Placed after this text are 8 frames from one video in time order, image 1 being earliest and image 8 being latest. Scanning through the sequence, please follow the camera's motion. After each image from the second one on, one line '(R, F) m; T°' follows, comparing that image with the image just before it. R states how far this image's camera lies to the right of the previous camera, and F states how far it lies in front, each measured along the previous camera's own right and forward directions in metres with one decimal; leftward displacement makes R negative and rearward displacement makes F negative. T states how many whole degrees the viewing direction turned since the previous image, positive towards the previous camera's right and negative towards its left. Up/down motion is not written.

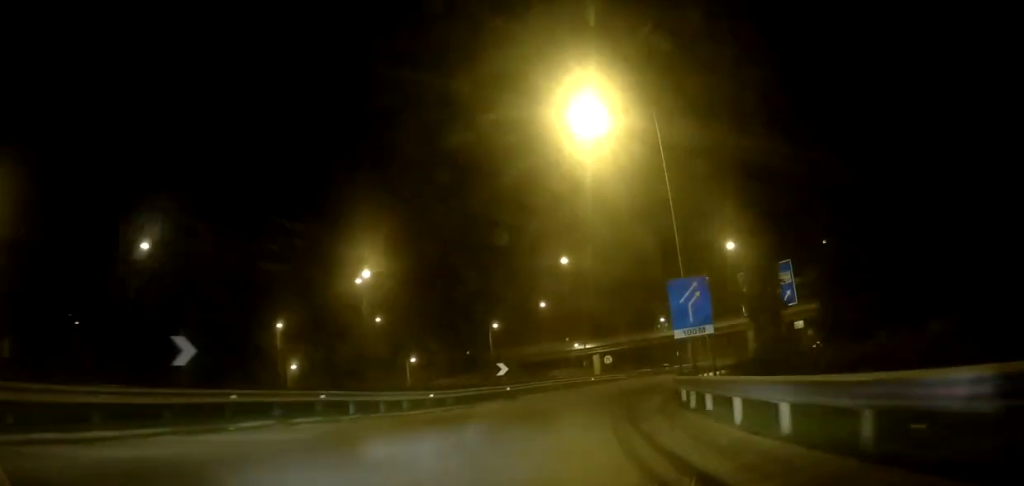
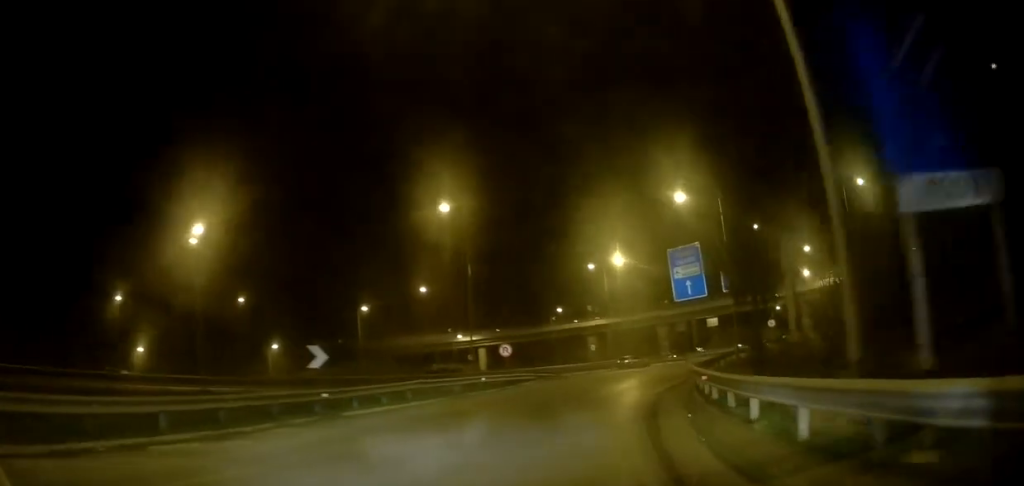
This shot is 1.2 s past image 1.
(+1.3, +14.9) m; +12°
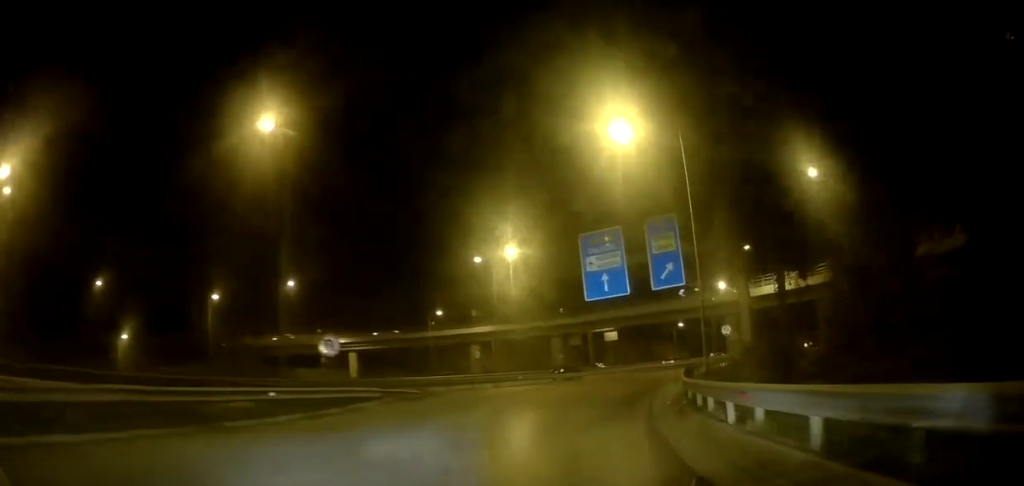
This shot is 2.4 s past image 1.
(+1.3, +13.1) m; +12°
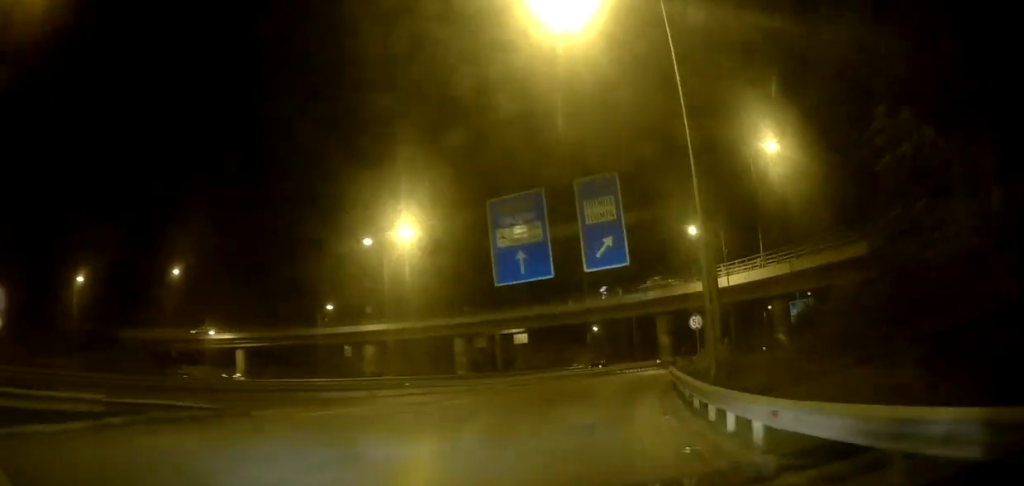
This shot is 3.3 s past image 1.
(+1.0, +10.4) m; +8°
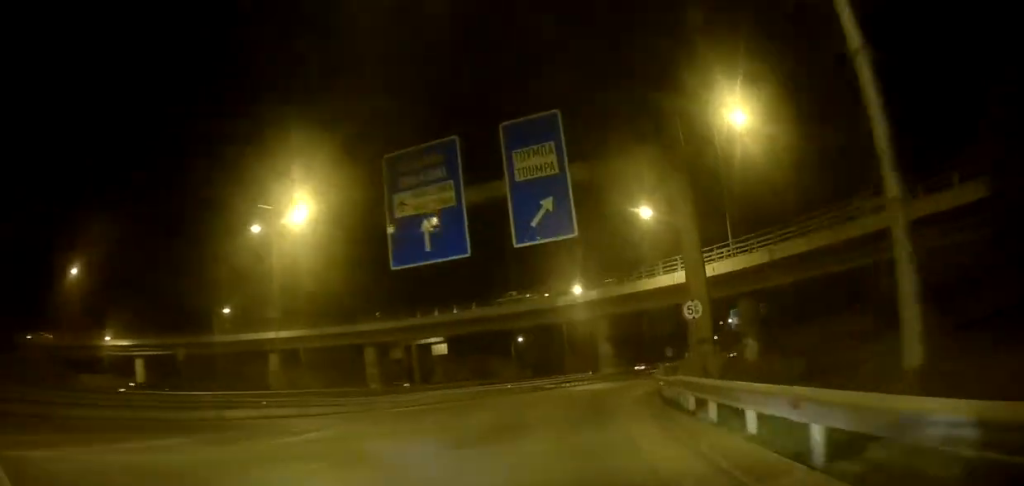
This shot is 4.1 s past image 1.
(+0.5, +9.3) m; +6°
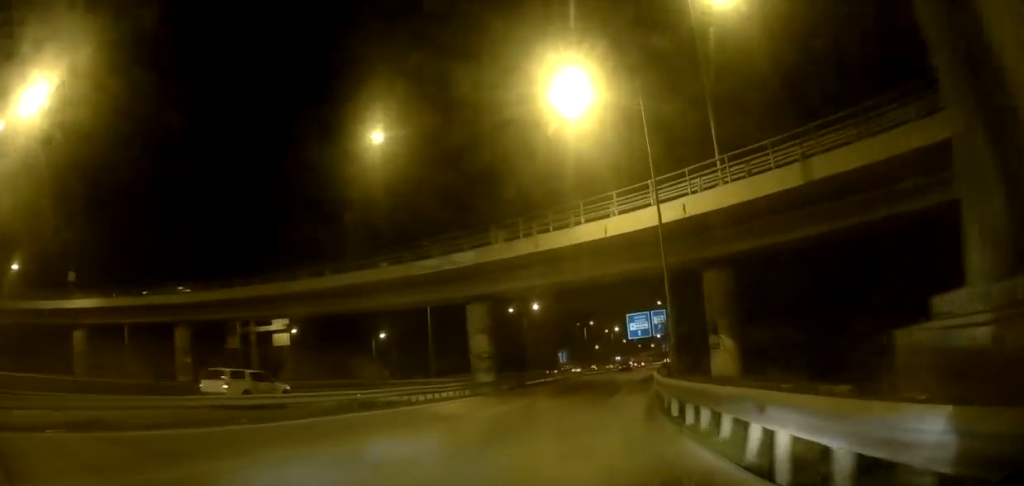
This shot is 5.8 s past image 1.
(+2.0, +18.9) m; +11°
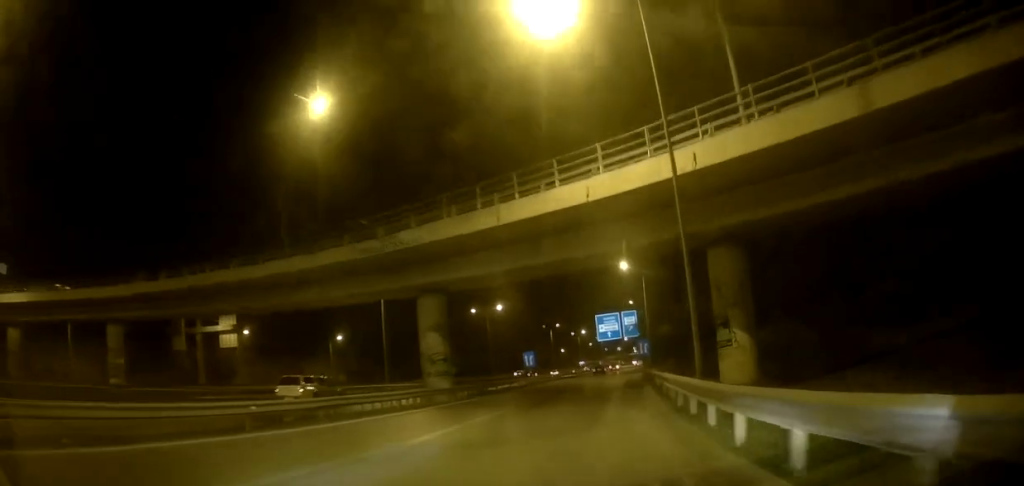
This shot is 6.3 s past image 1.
(0.0, +6.5) m; +3°
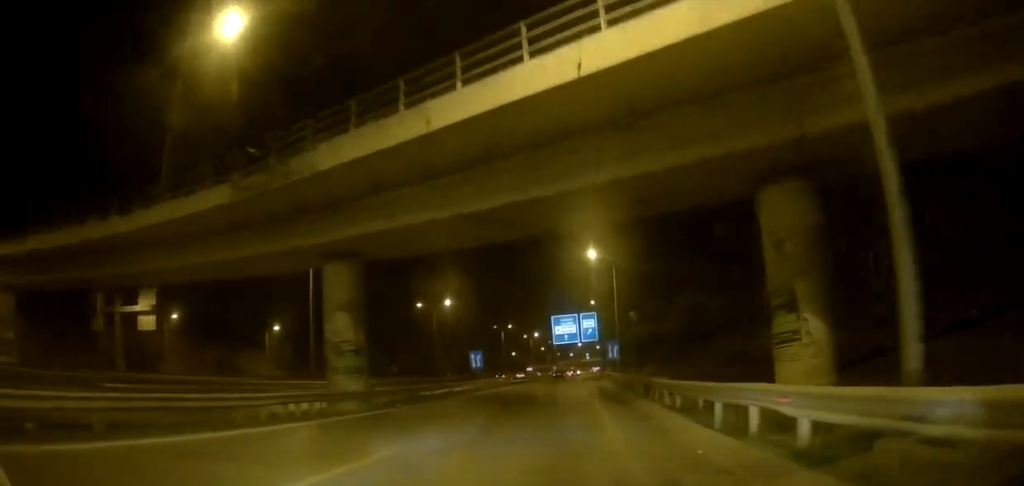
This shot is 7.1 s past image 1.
(+0.3, +9.8) m; +4°
